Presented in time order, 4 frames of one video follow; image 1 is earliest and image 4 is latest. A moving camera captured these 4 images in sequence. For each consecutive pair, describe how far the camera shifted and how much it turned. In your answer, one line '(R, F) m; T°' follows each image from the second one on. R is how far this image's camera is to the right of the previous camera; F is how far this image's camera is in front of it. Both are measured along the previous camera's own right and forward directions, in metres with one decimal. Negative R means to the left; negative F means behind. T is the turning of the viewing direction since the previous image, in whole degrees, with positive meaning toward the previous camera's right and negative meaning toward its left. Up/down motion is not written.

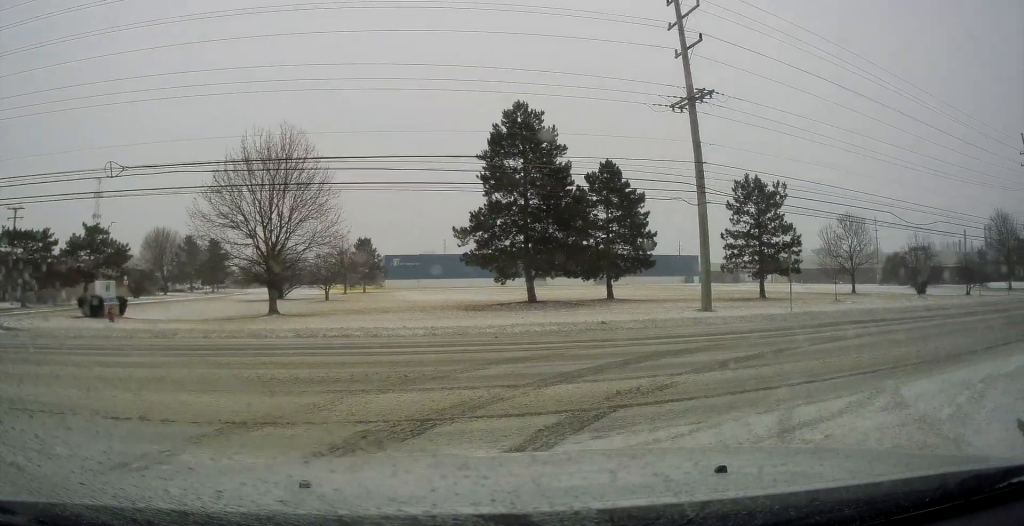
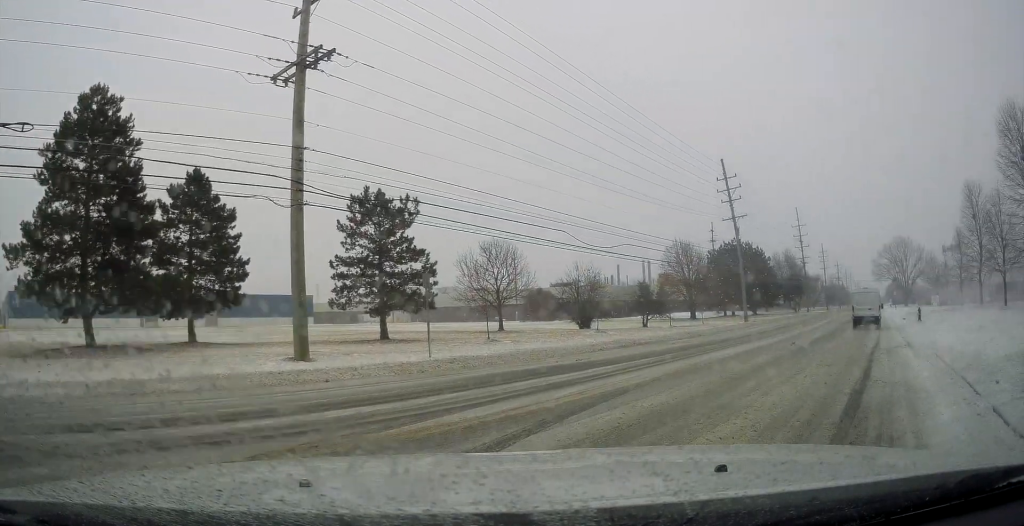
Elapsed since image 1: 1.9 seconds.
(+1.2, +6.9) m; +35°
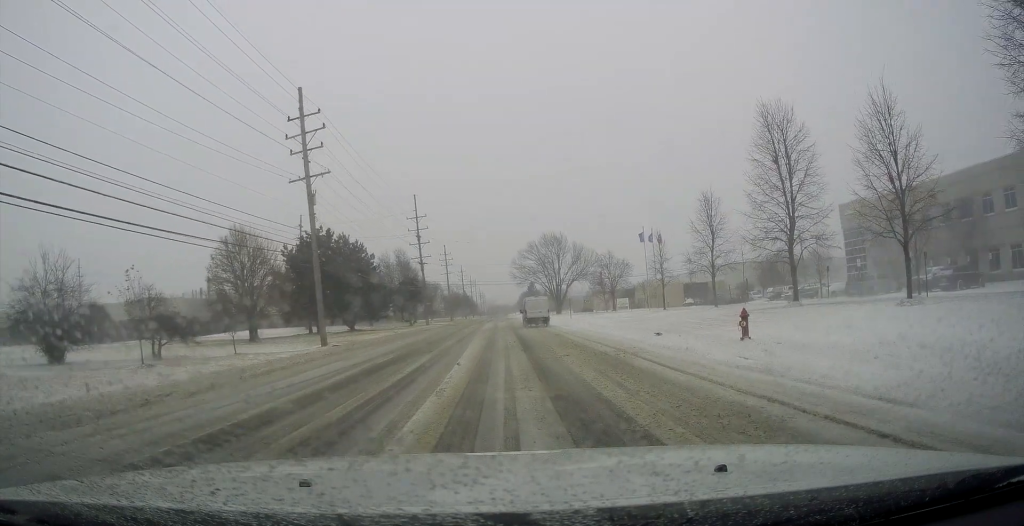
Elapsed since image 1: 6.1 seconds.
(+15.0, +20.1) m; +40°
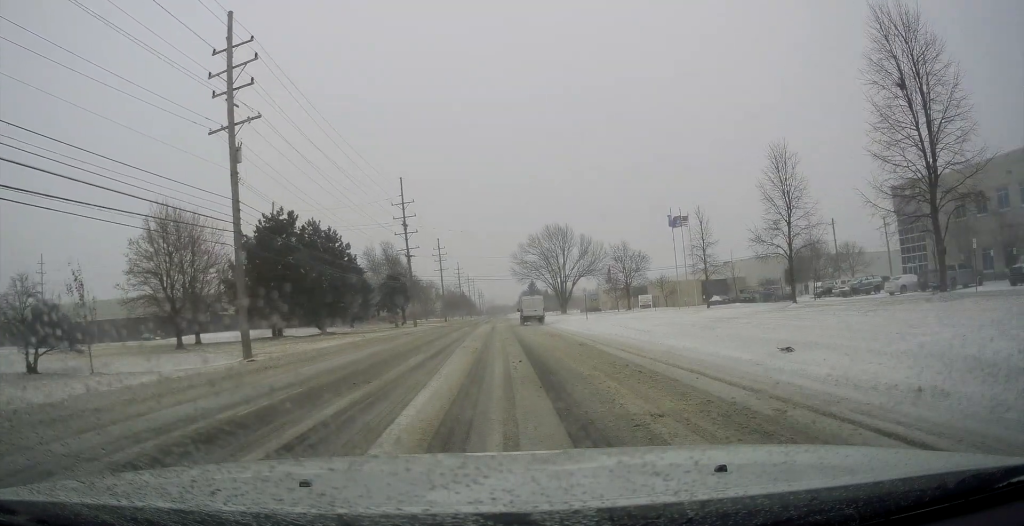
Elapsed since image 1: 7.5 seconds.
(+0.2, +12.4) m; +5°
